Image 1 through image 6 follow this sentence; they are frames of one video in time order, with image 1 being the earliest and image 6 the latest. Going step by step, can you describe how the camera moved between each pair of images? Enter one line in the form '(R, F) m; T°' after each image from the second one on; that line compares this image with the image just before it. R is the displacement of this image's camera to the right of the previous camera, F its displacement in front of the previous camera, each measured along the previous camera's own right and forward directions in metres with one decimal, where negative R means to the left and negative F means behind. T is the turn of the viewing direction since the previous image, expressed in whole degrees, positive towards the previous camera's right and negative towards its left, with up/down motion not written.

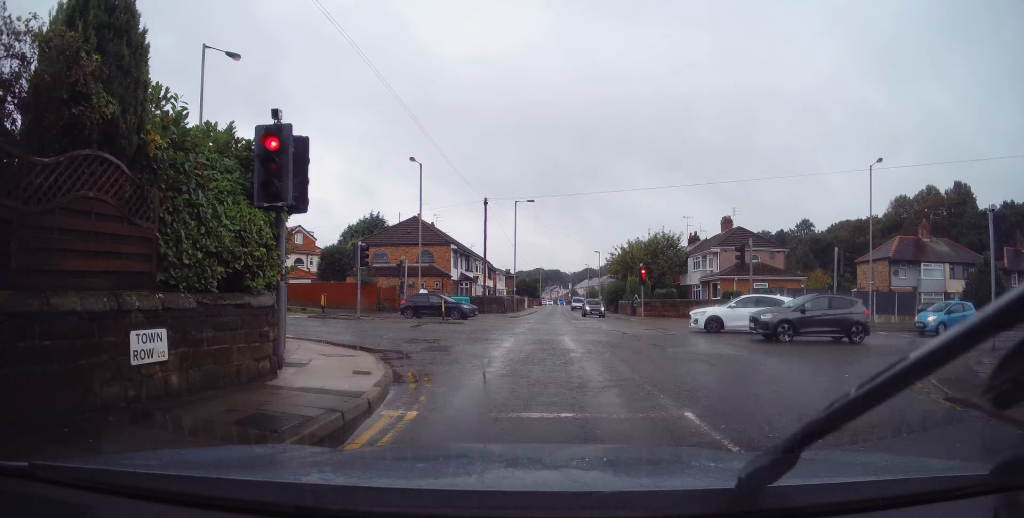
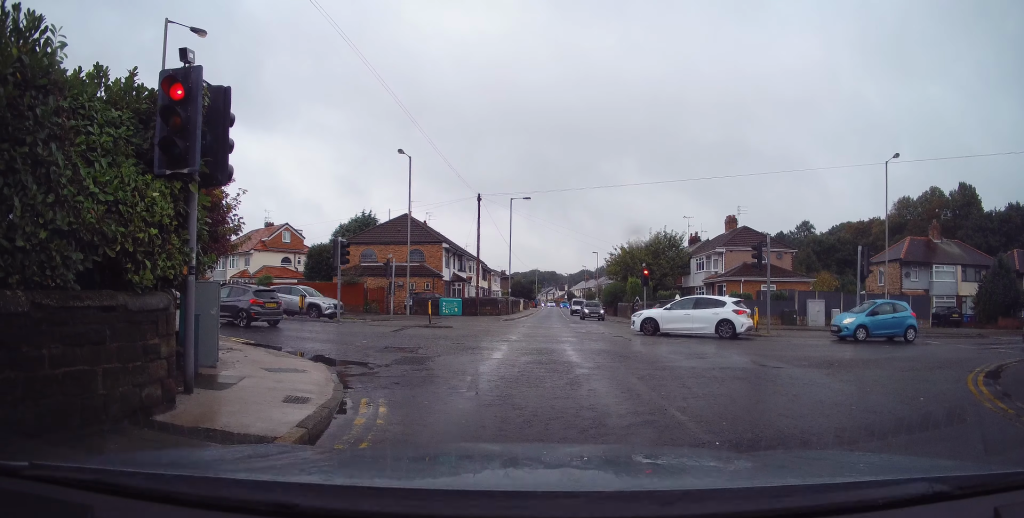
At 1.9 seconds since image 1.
(+0.2, +3.5) m; +4°
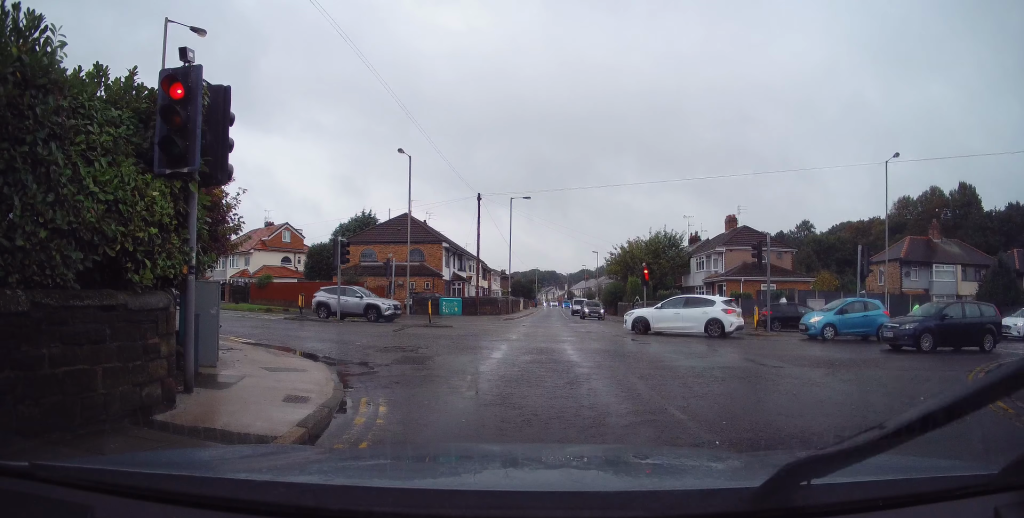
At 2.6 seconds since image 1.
(0.0, +0.1) m; 0°
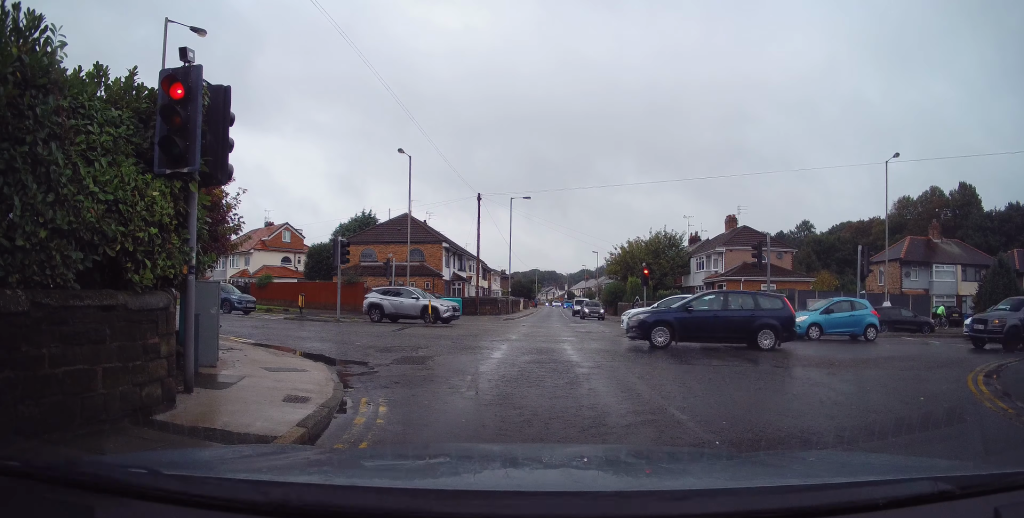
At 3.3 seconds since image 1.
(0.0, 0.0) m; 0°
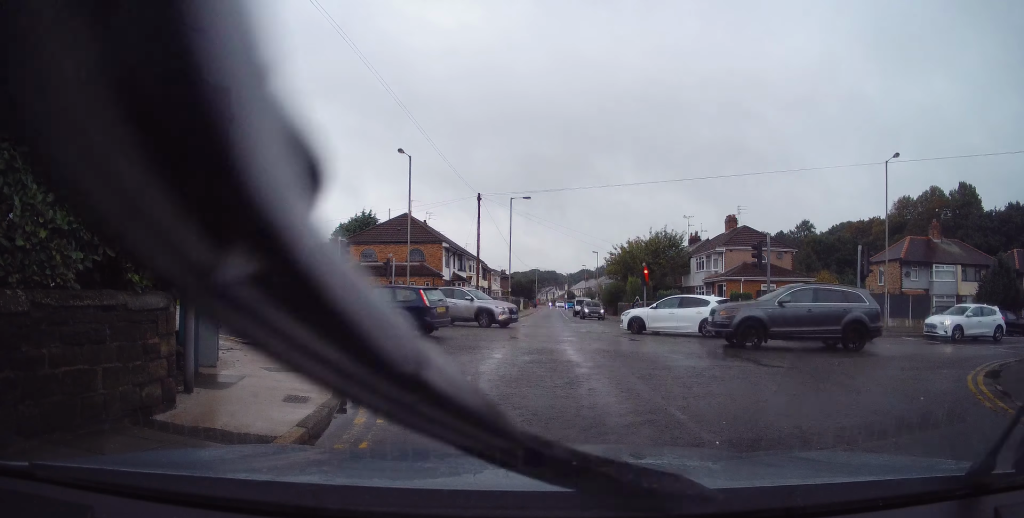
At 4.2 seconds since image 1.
(0.0, 0.0) m; 0°
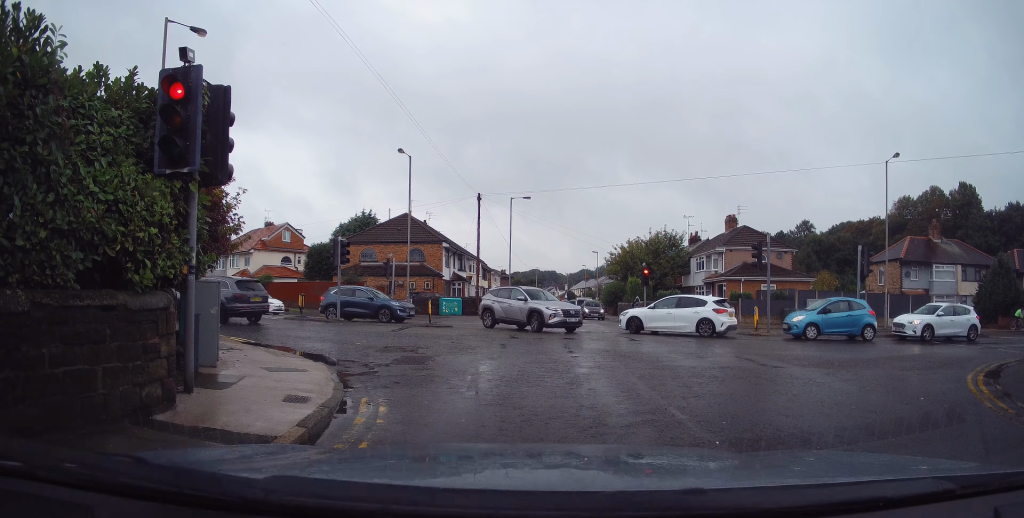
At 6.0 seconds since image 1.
(0.0, 0.0) m; 0°
